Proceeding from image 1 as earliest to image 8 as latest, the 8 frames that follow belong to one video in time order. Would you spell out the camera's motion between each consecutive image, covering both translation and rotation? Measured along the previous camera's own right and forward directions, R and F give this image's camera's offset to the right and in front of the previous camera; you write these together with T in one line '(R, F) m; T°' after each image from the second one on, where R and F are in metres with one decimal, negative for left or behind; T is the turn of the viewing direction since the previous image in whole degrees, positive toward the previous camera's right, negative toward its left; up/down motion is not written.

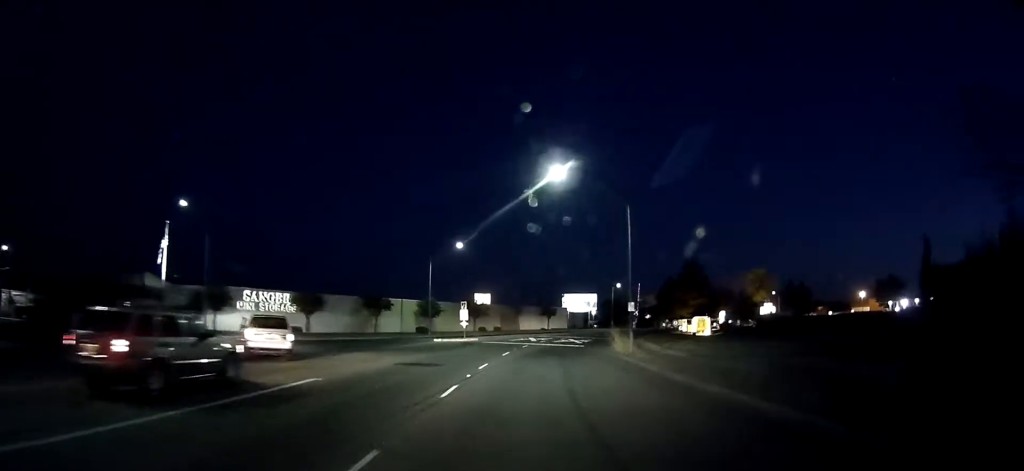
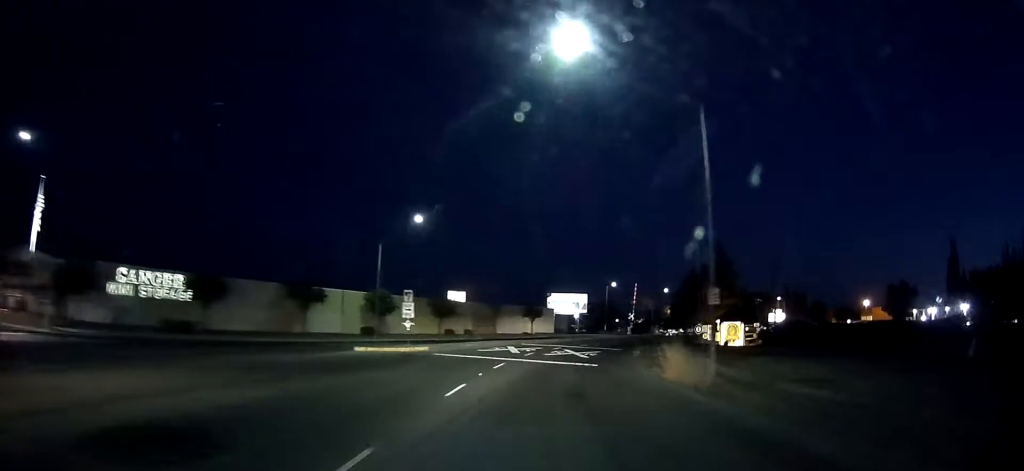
(0.0, +14.6) m; +4°
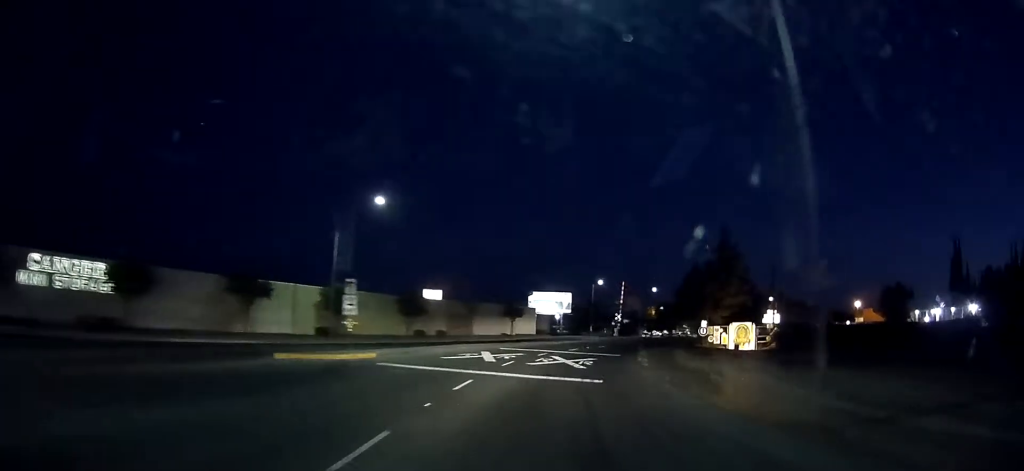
(-0.1, +6.3) m; +3°
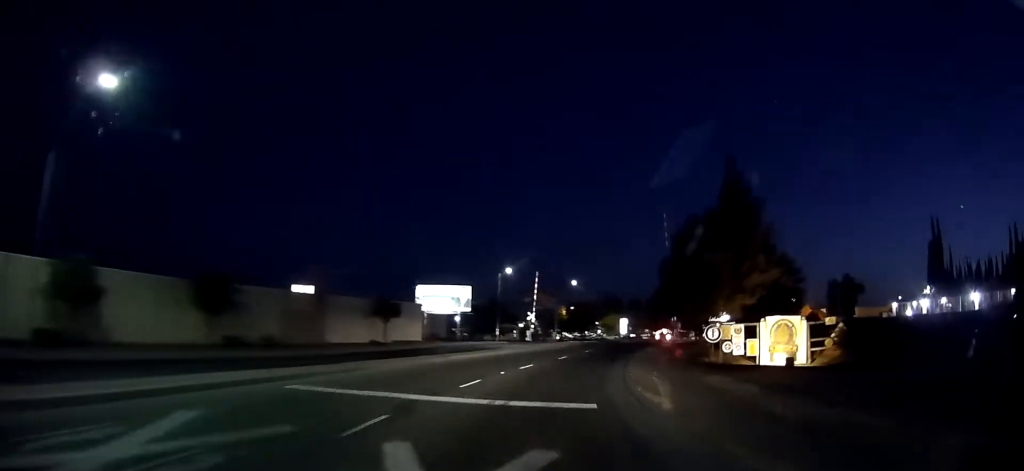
(+2.0, +19.6) m; +9°
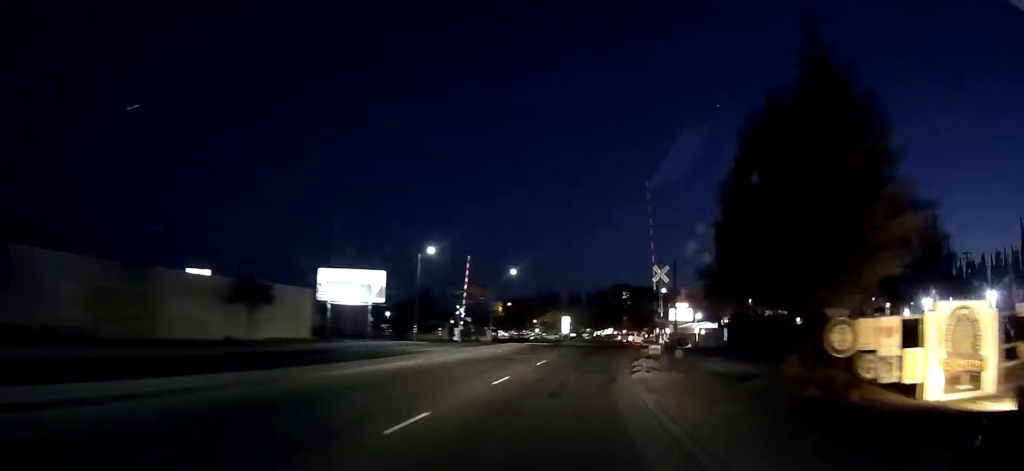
(+0.7, +13.6) m; +7°
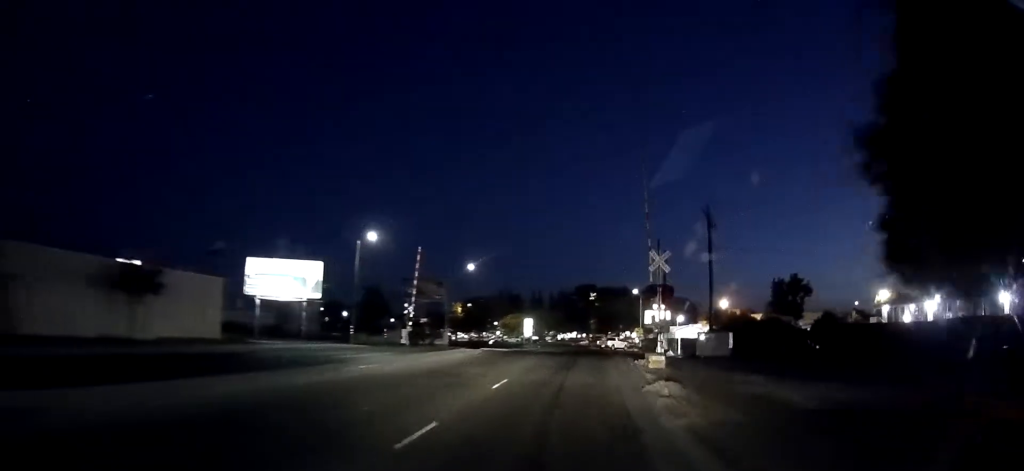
(+0.4, +7.6) m; +5°
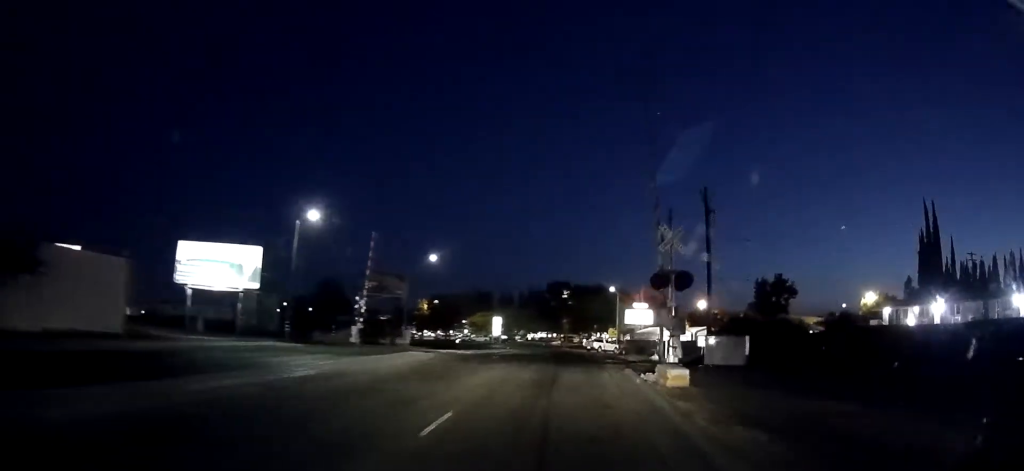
(+0.1, +6.3) m; +4°
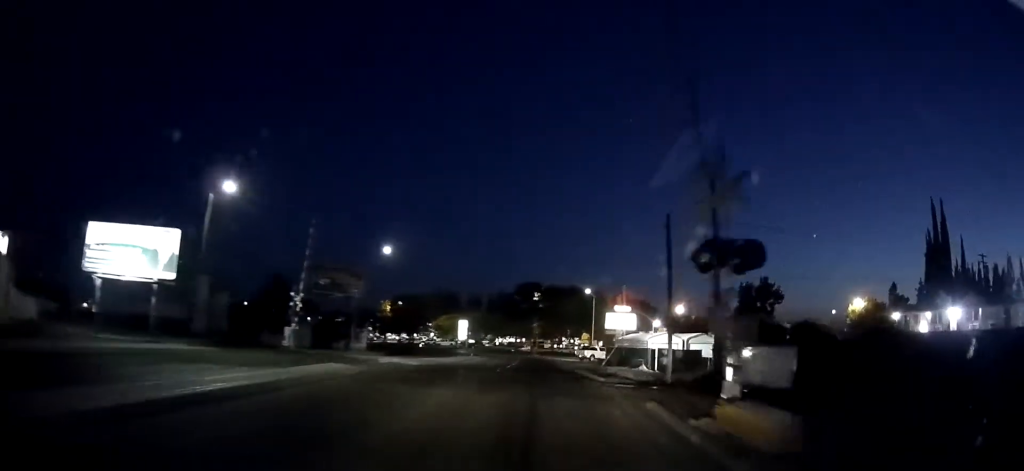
(+0.5, +7.1) m; +2°
